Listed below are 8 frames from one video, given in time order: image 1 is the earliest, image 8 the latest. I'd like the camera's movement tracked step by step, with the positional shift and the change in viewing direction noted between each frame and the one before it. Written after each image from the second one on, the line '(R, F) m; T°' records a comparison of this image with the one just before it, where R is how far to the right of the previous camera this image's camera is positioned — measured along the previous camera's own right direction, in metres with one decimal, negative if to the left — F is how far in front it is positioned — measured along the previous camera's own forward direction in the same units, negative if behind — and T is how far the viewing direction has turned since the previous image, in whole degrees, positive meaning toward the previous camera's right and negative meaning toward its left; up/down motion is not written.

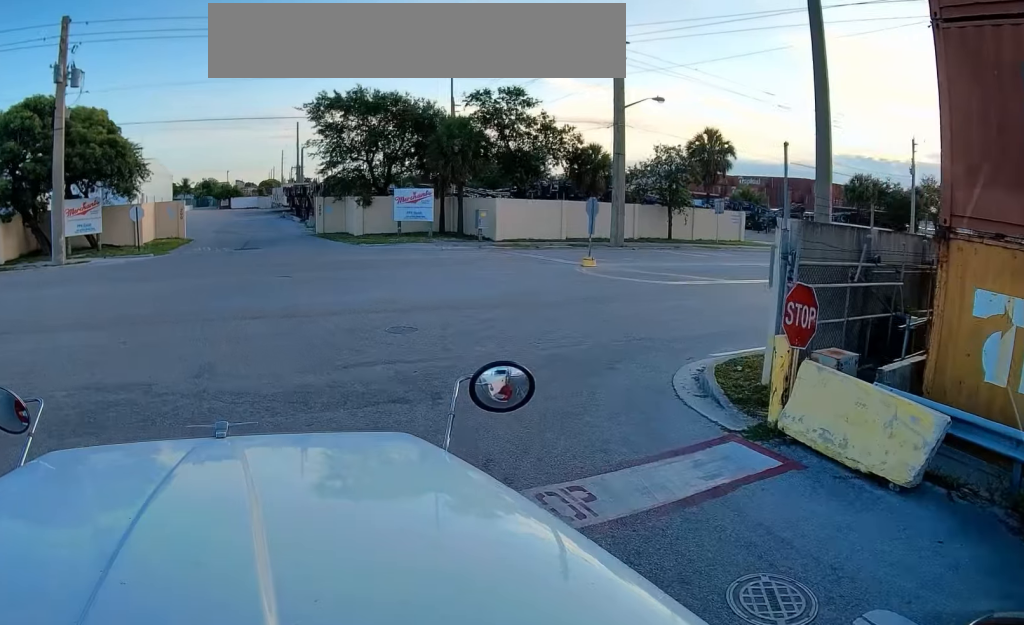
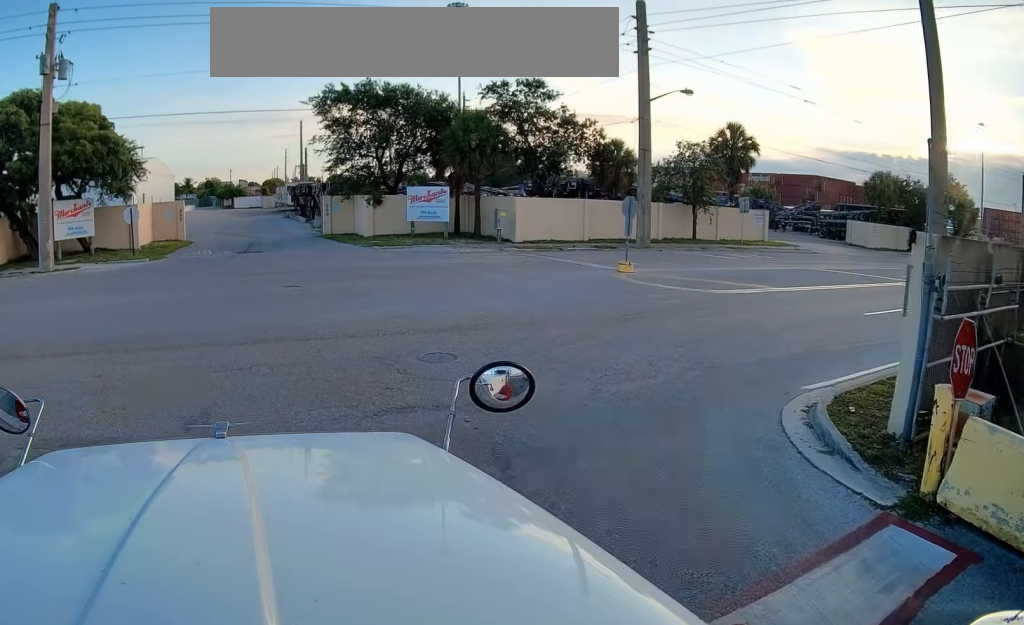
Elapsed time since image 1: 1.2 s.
(+0.2, +2.8) m; +3°
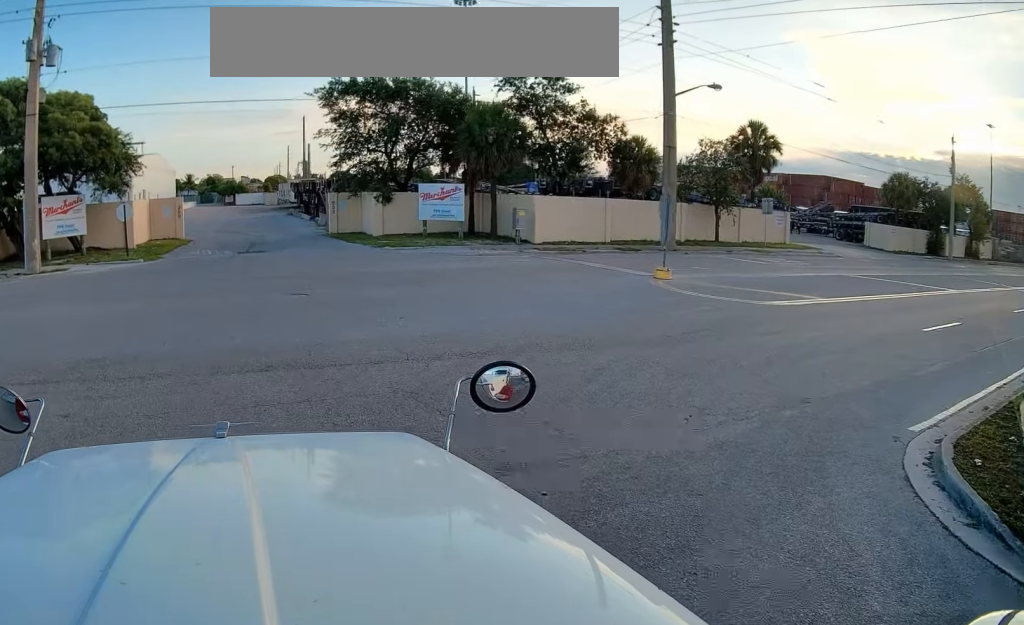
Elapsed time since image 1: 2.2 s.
(-0.2, +1.9) m; -8°
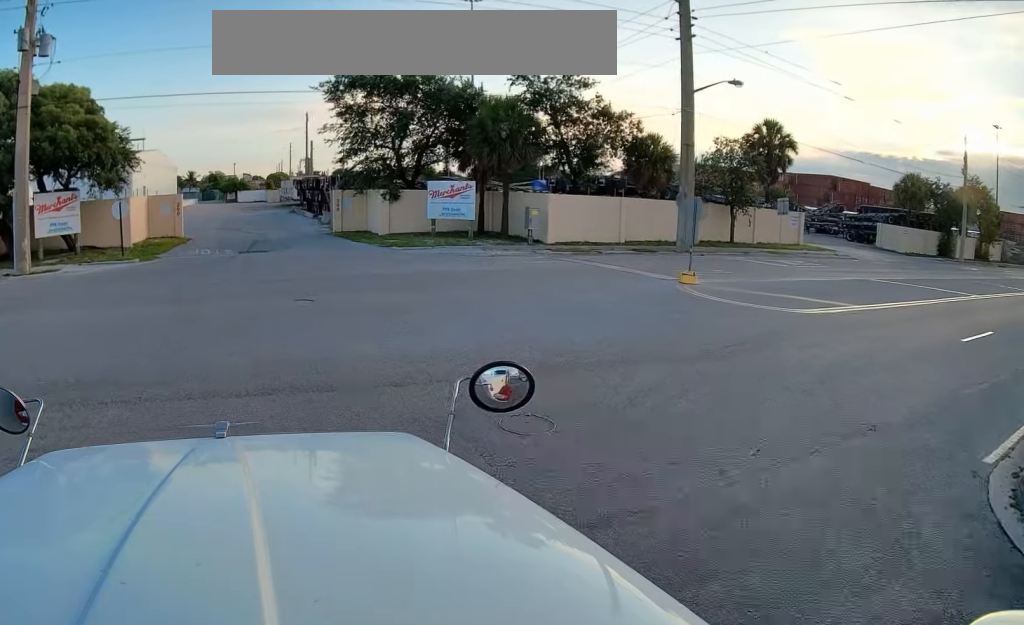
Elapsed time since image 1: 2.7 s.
(0.0, +1.1) m; +1°
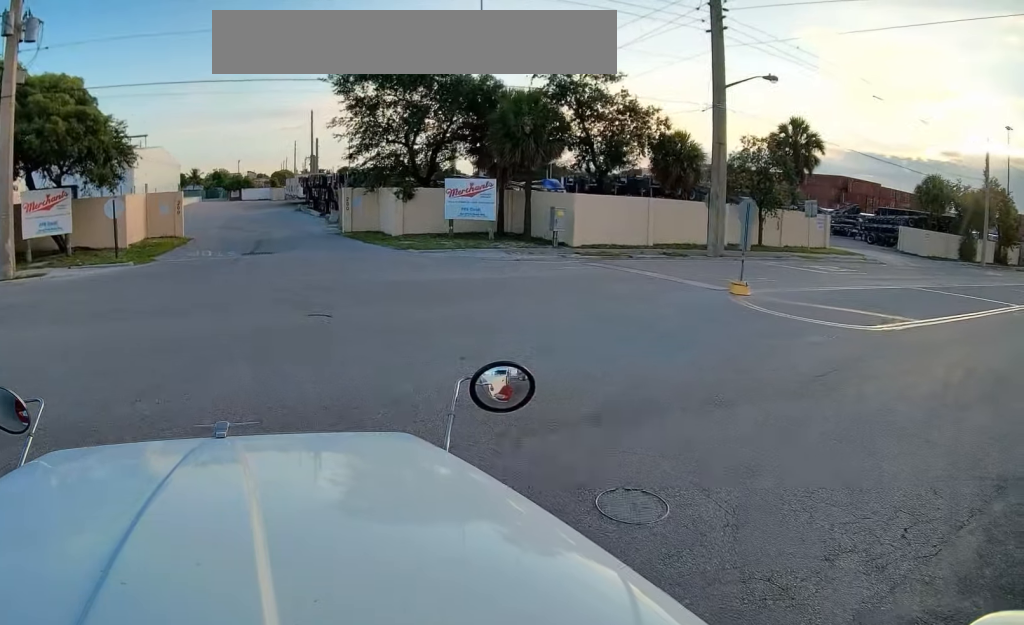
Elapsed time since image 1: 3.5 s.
(0.0, +1.9) m; +3°
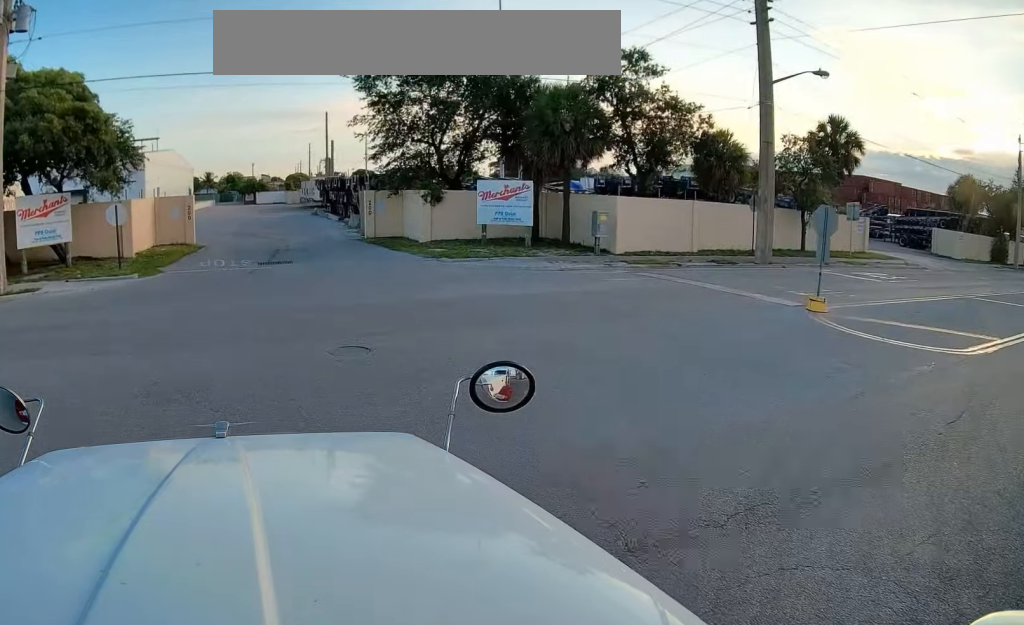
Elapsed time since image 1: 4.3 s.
(+0.2, +2.2) m; -1°
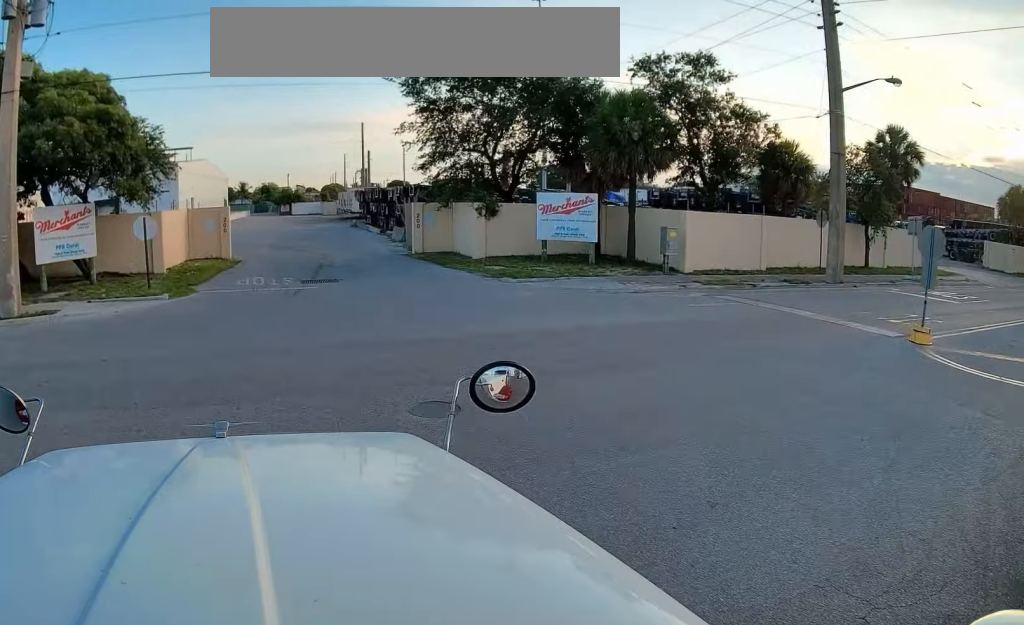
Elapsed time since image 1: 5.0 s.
(-0.2, +2.2) m; -8°
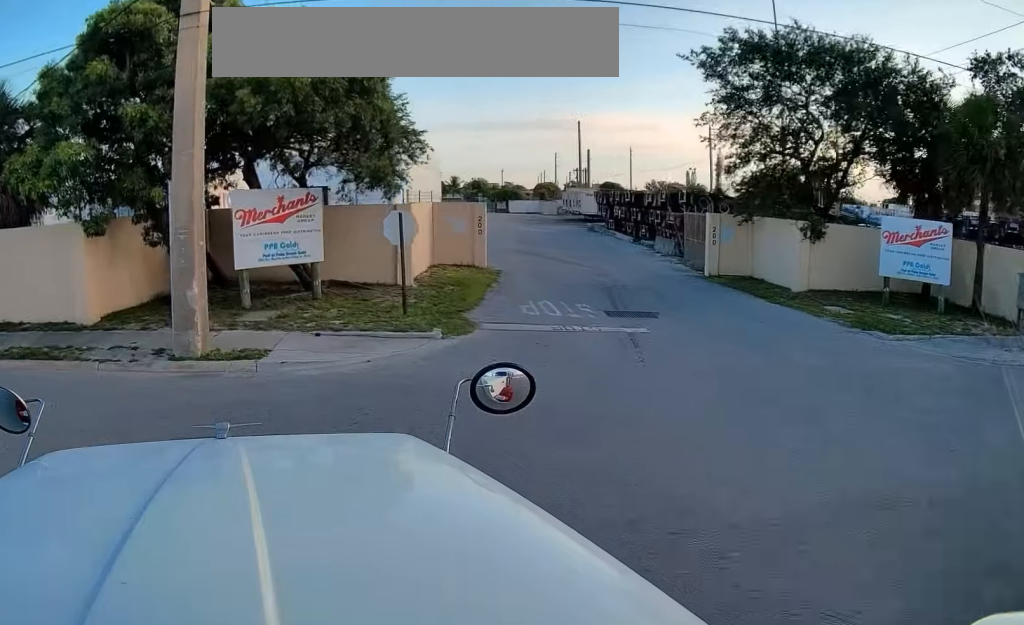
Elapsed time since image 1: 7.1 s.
(-1.1, +7.0) m; -24°
